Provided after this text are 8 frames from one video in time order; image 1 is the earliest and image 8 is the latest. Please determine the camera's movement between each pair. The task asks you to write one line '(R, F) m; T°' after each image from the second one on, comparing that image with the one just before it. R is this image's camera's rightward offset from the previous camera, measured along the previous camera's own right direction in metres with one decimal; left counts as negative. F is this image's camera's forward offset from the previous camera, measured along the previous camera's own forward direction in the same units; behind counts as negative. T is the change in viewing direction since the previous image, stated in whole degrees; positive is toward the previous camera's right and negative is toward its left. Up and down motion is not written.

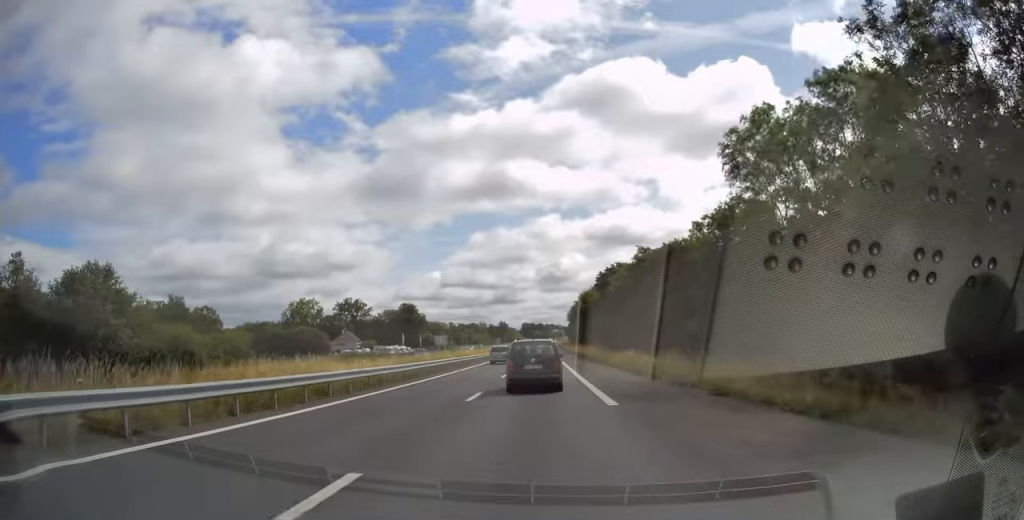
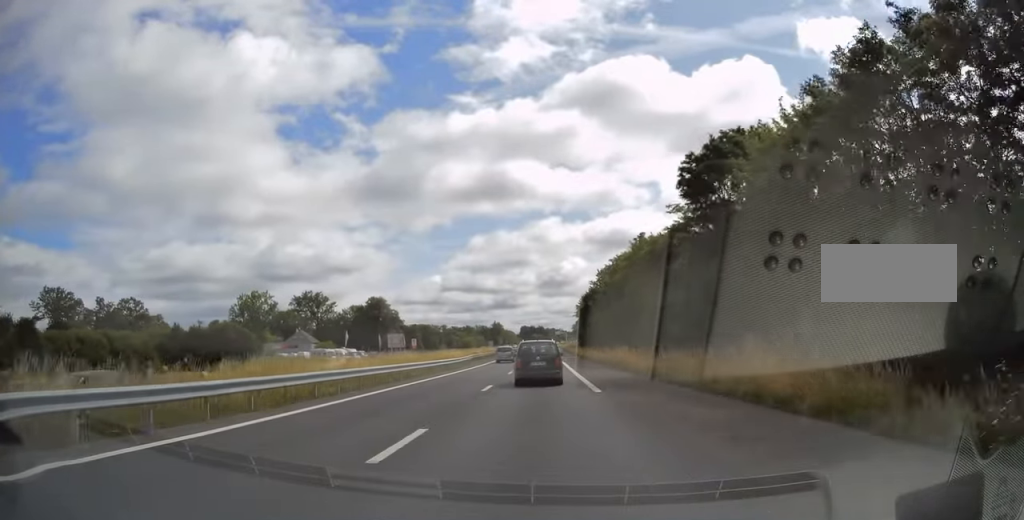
(+0.4, +47.3) m; 0°
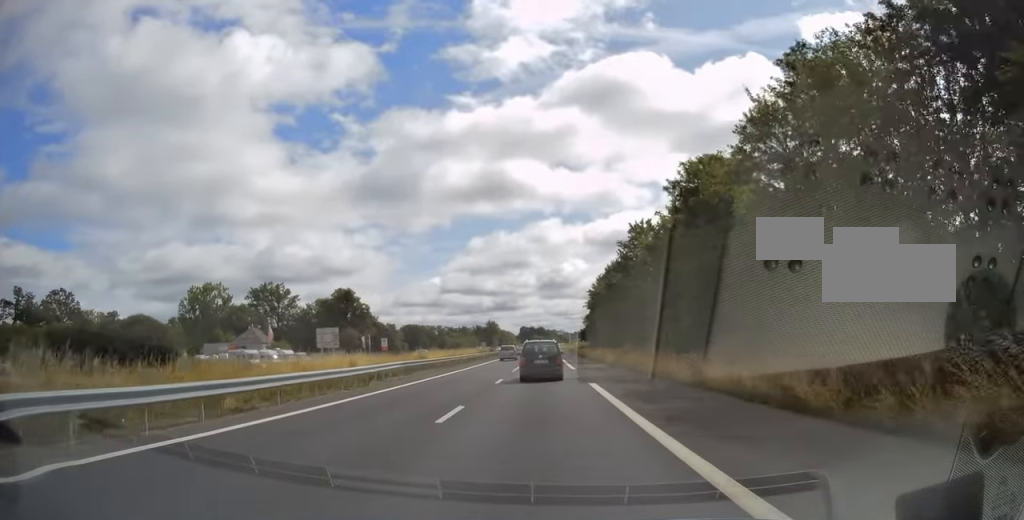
(-0.4, +34.2) m; -1°
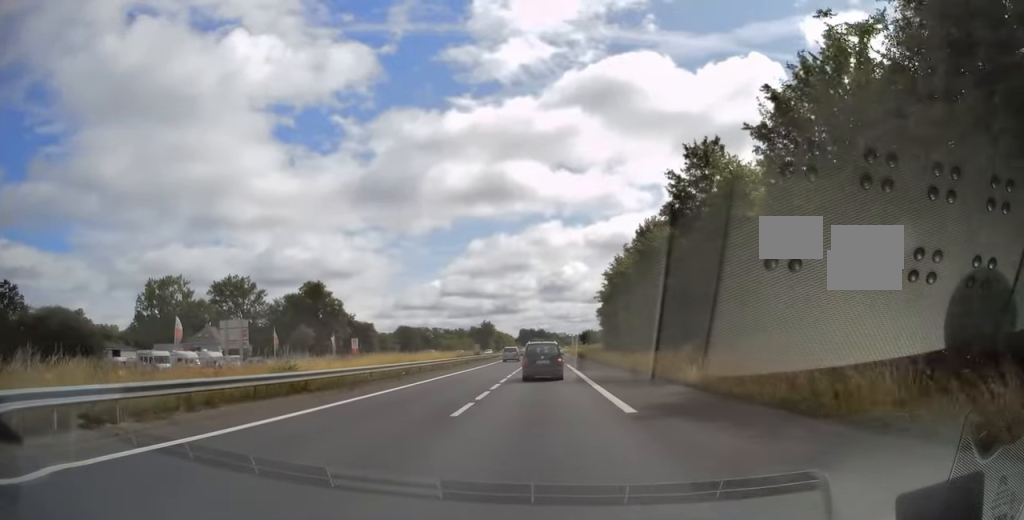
(0.0, +23.3) m; 0°
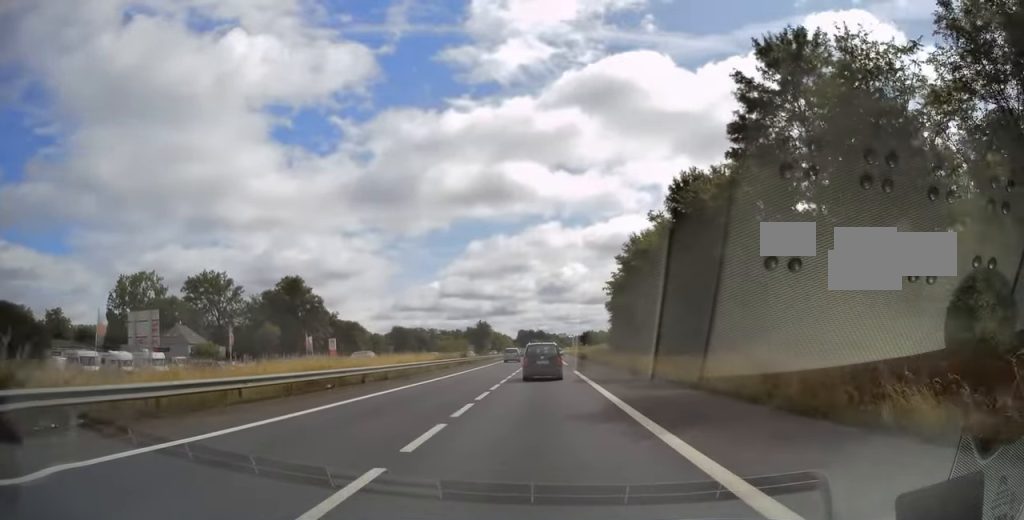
(-0.1, +12.9) m; 0°
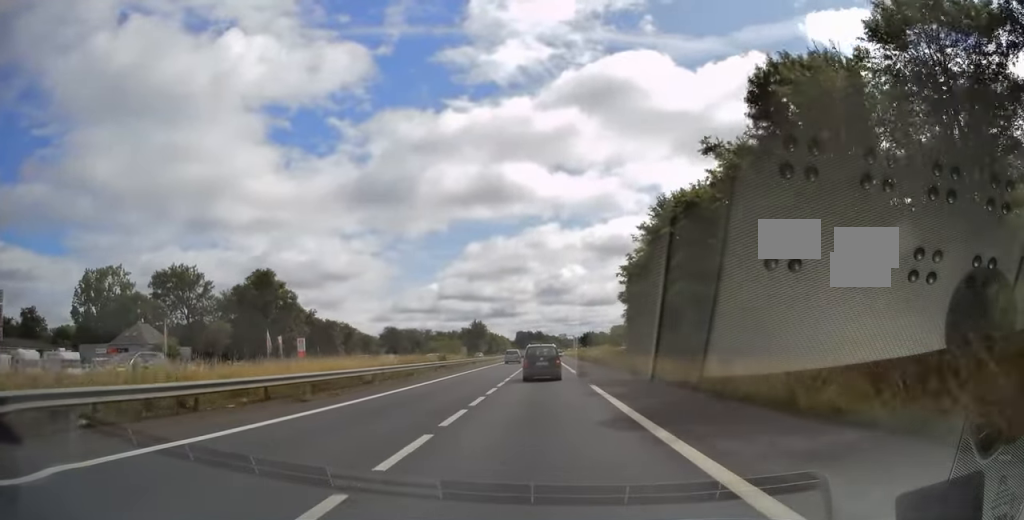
(-0.1, +14.2) m; 0°
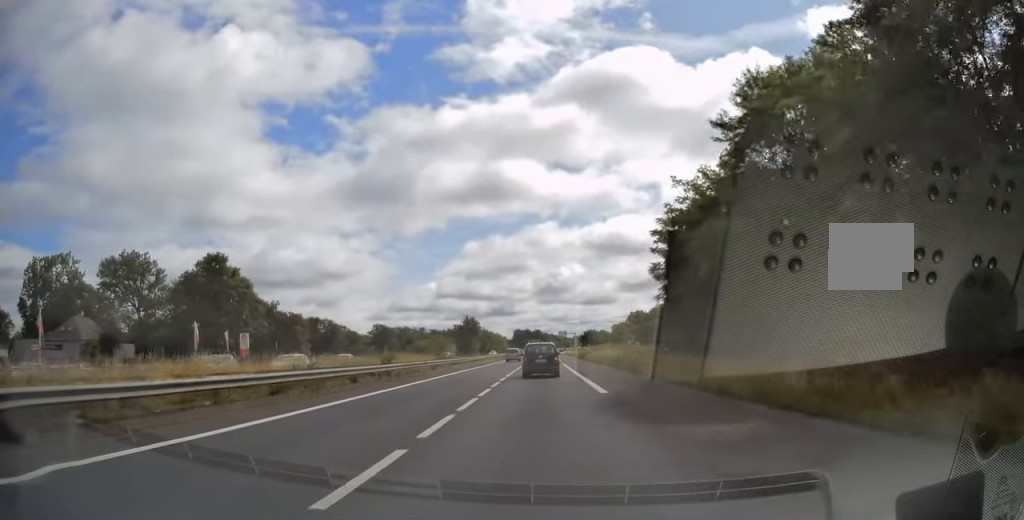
(+0.3, +19.0) m; 0°
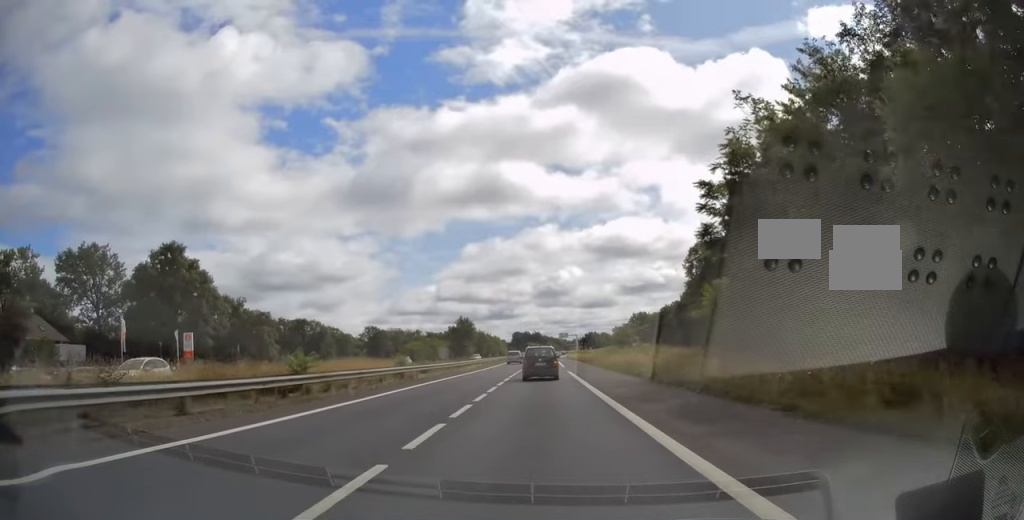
(0.0, +13.7) m; 0°
